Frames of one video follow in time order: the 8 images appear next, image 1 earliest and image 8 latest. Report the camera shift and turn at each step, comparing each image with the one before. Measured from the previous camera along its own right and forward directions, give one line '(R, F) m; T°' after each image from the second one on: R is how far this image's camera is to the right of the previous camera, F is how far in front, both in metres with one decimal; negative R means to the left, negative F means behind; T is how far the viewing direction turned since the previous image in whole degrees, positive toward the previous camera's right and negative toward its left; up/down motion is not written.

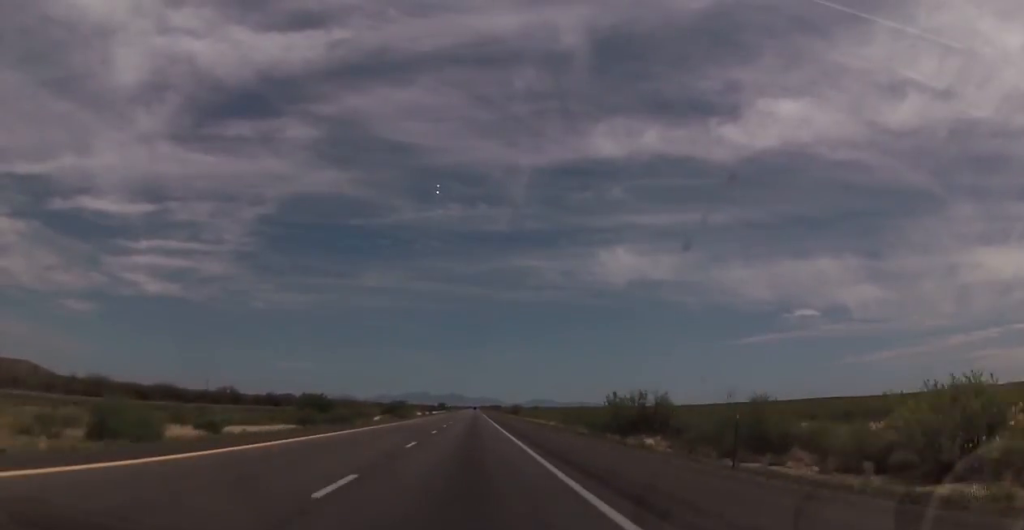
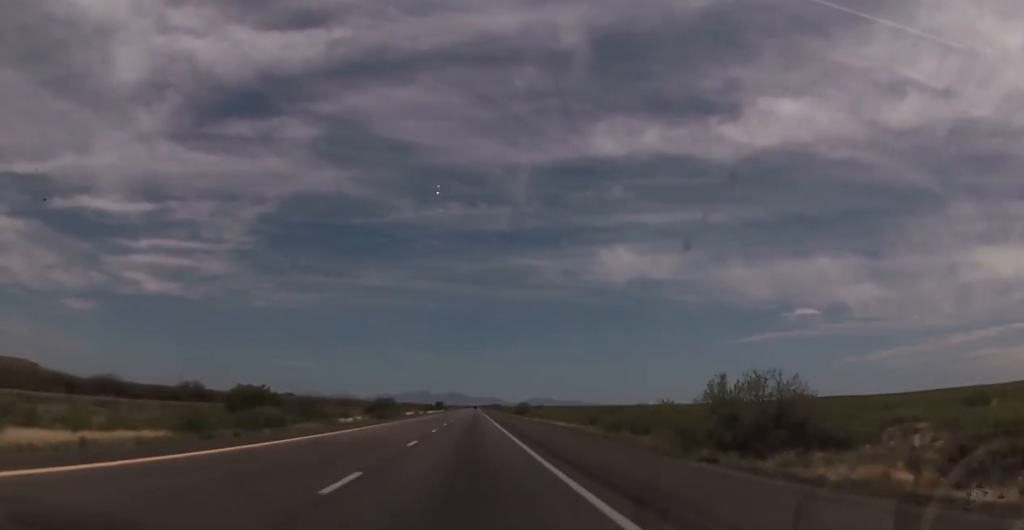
(-0.2, +24.1) m; 0°
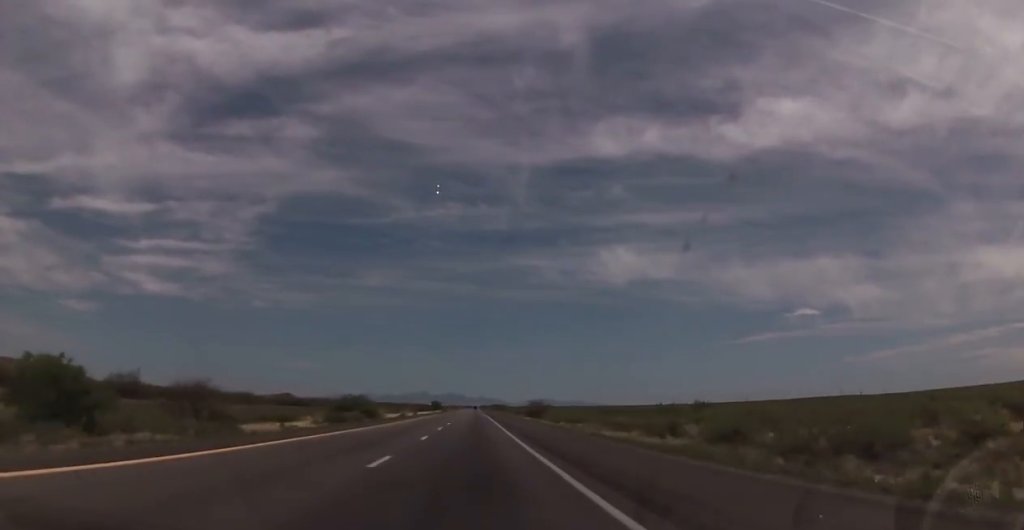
(+0.4, +32.6) m; +1°
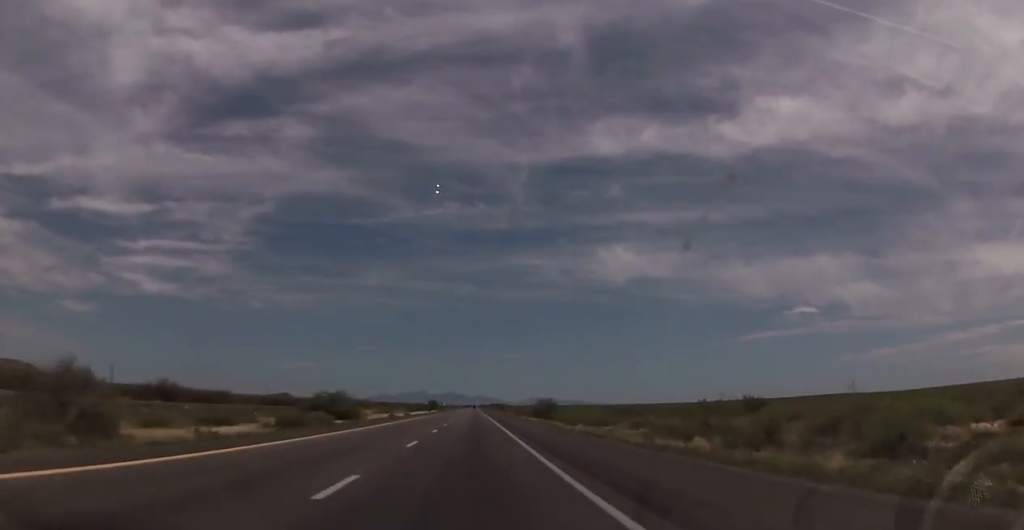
(0.0, +16.9) m; 0°
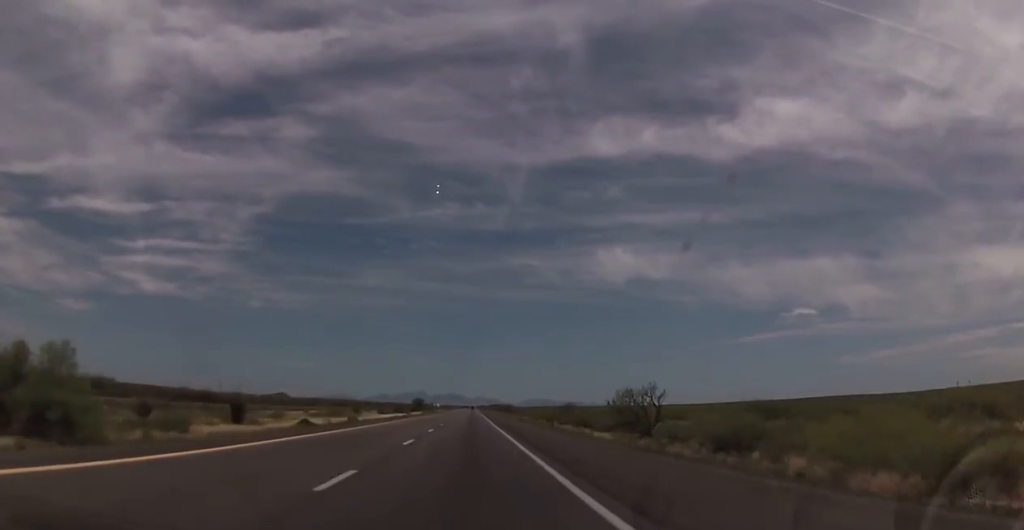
(-0.6, +60.3) m; 0°
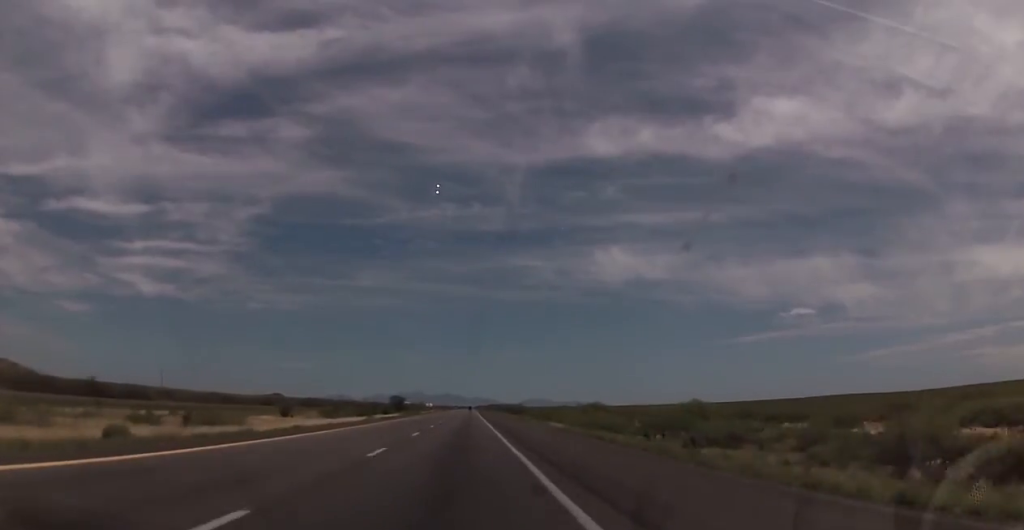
(+0.7, +54.3) m; 0°
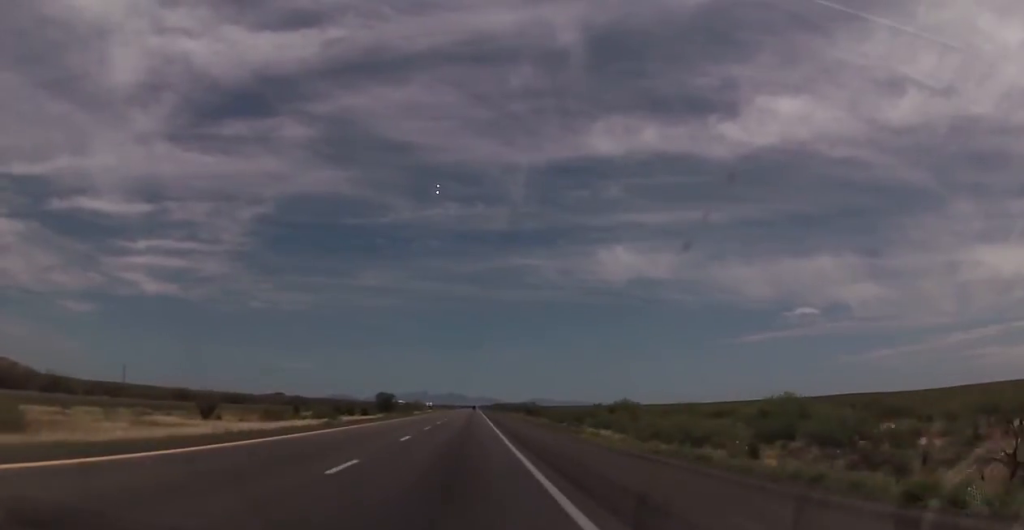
(-0.2, +29.0) m; 0°
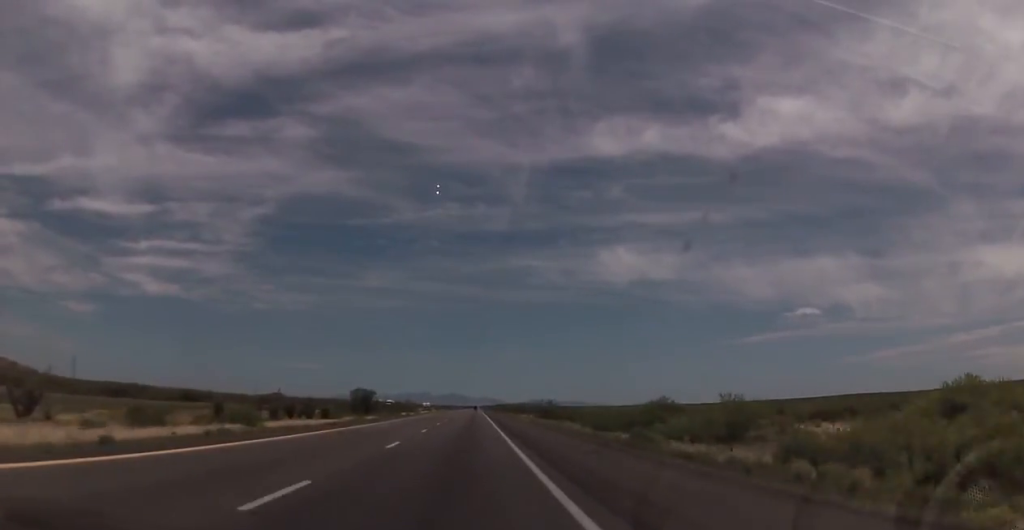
(-0.1, +28.9) m; 0°
